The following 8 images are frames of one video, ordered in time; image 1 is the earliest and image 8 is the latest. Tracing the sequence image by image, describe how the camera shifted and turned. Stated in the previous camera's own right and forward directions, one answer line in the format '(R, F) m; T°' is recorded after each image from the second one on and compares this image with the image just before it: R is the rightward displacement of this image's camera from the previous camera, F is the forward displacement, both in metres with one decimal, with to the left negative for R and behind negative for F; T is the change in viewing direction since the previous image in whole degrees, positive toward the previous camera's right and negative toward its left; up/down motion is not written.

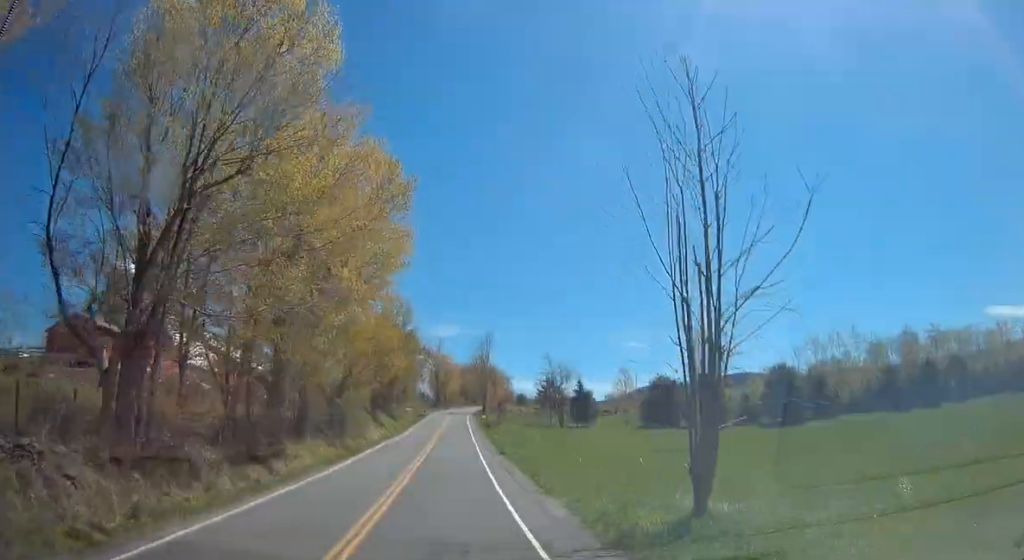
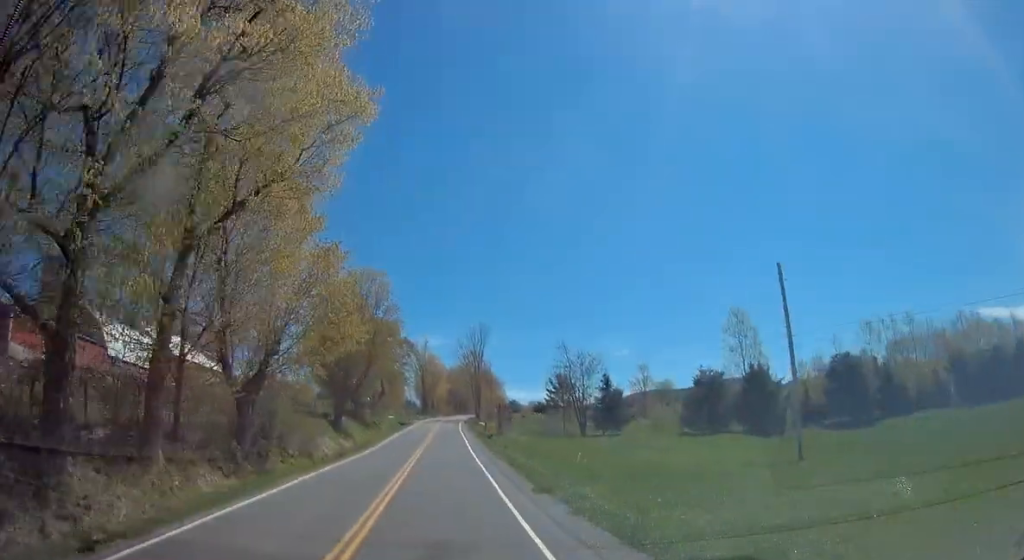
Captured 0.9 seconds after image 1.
(+0.2, +17.0) m; +2°
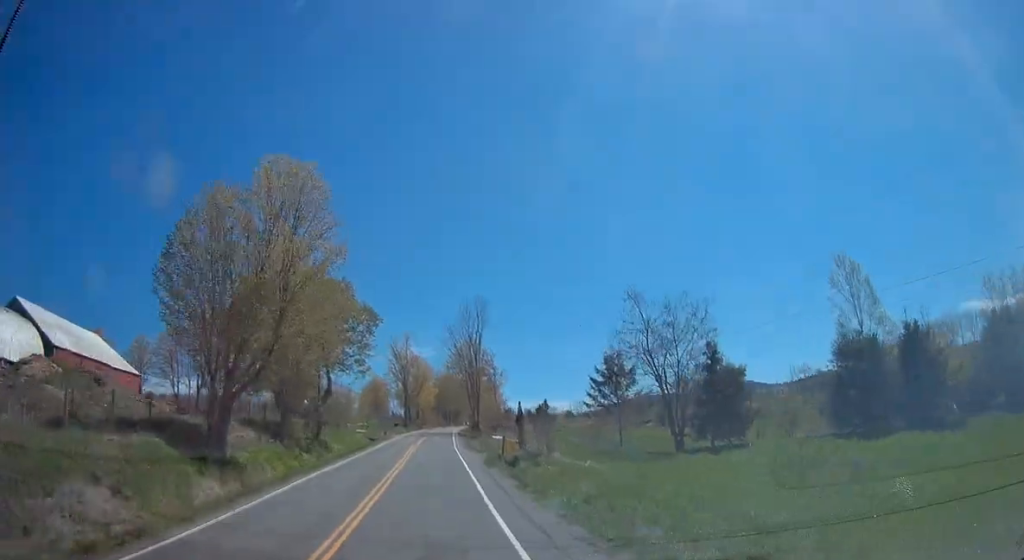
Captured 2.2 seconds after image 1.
(+0.9, +25.7) m; +2°
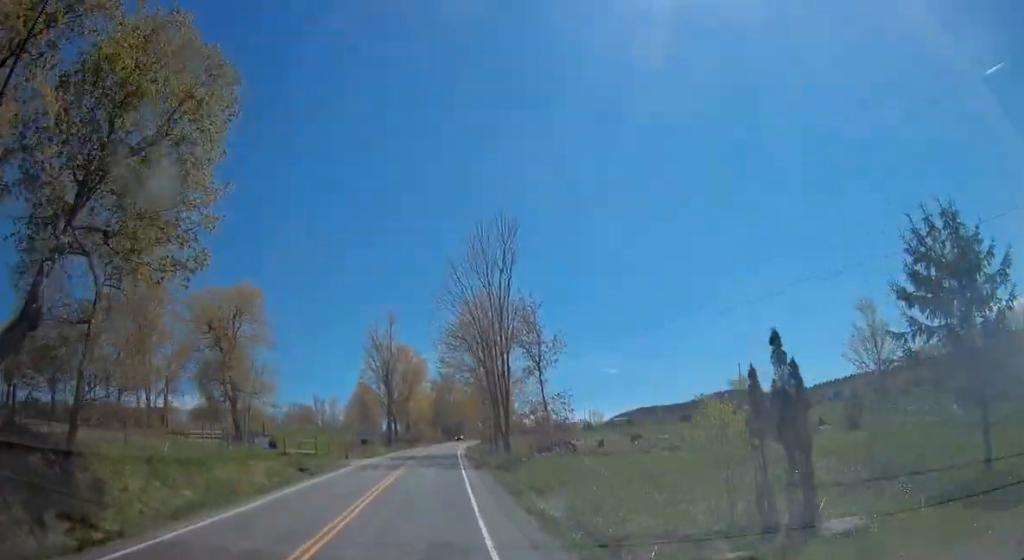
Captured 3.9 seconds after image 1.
(-0.4, +32.4) m; -1°
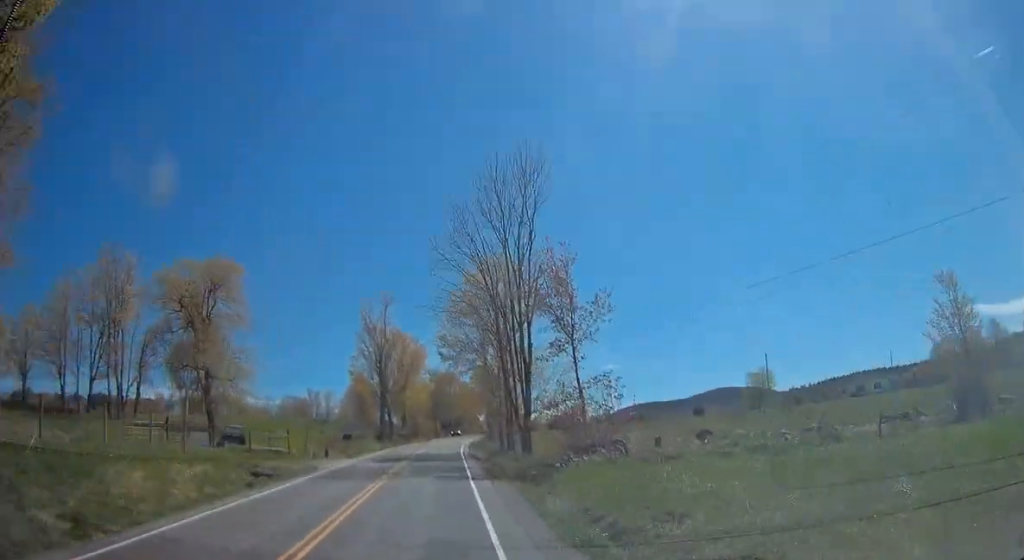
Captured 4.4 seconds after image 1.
(0.0, +8.8) m; +1°
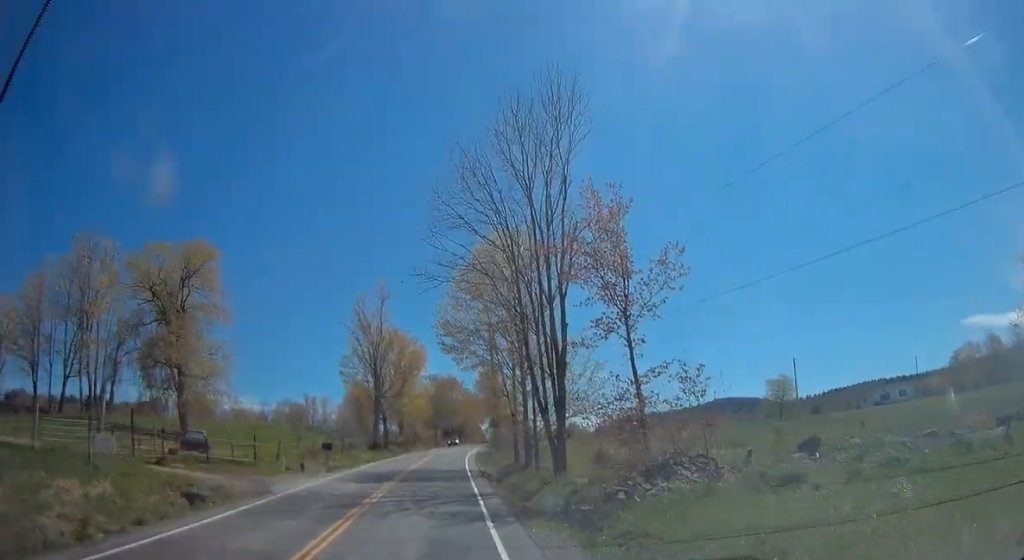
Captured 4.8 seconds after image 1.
(-0.1, +7.5) m; +1°
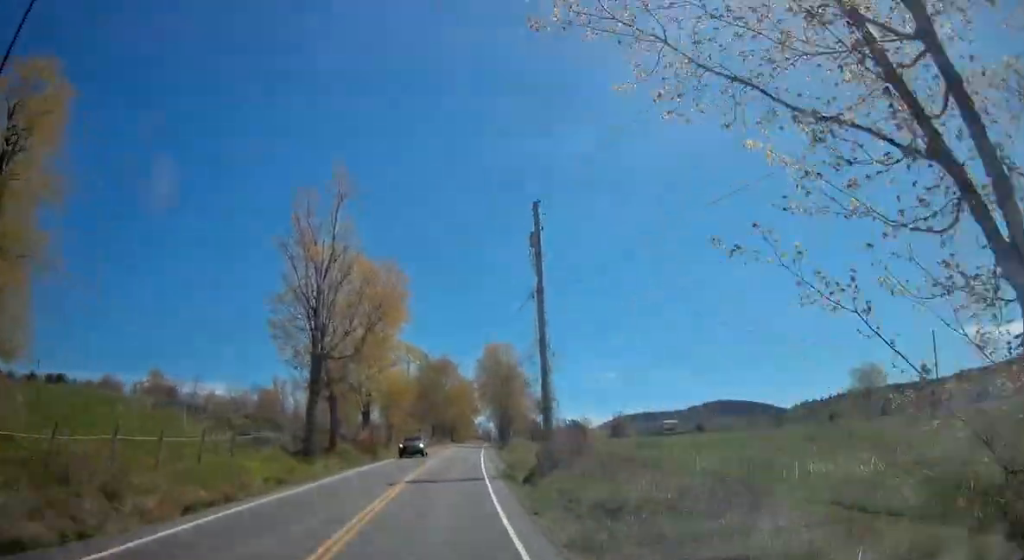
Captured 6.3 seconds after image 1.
(+0.1, +29.1) m; 0°
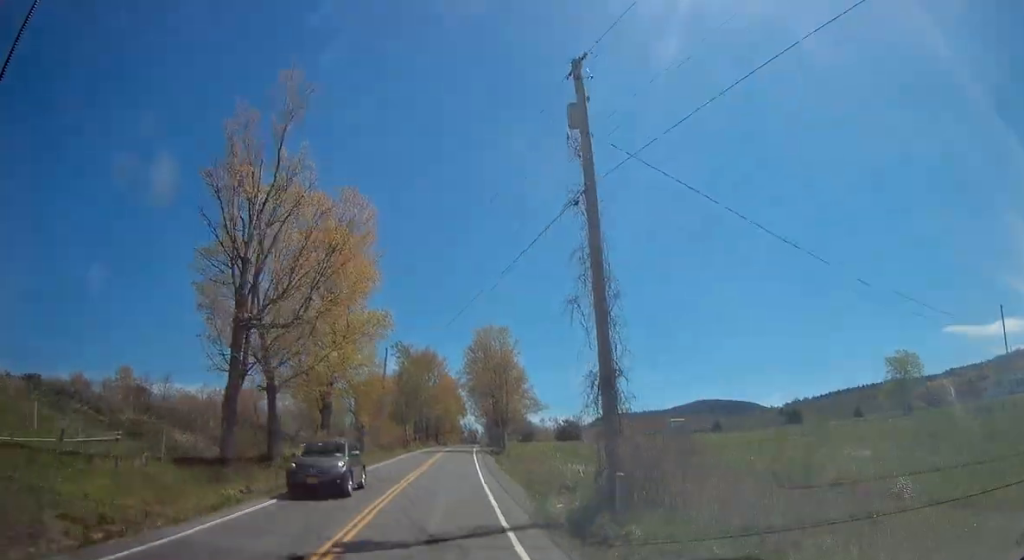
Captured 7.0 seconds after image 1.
(-0.1, +11.7) m; +1°
